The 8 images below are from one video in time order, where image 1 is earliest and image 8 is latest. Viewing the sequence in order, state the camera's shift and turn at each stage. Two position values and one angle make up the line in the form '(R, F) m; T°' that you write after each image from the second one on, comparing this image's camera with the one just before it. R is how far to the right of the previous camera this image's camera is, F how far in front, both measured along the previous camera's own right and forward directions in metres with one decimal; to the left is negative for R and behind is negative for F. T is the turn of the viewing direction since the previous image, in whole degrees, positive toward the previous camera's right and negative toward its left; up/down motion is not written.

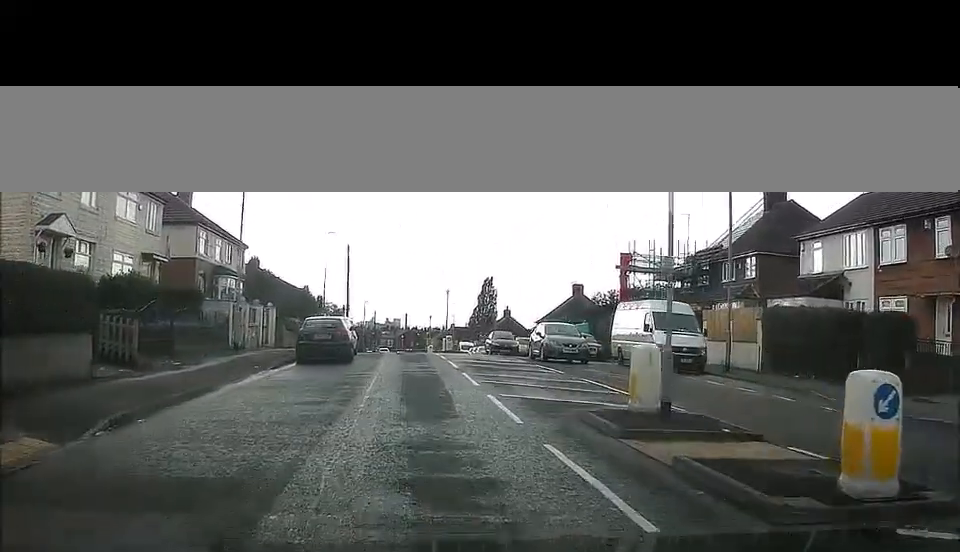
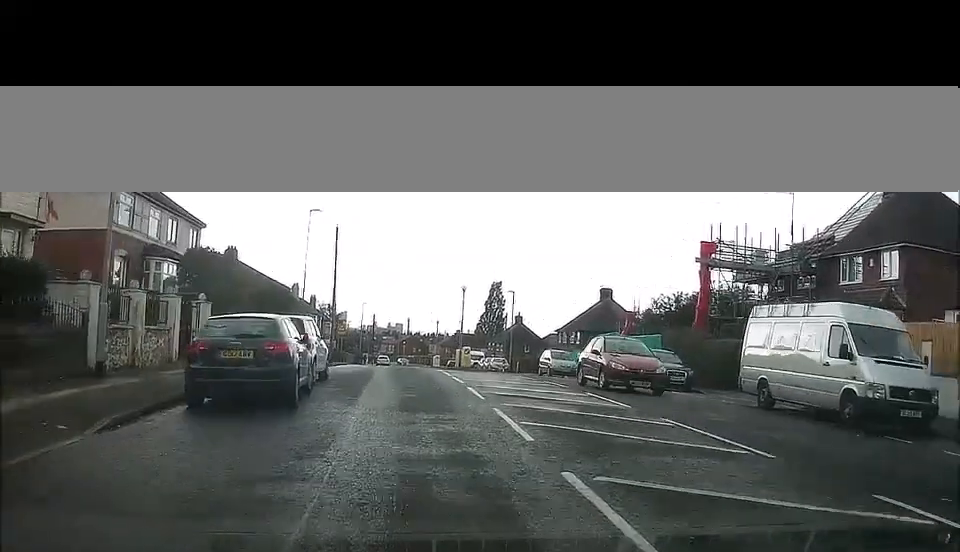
(+0.4, +12.8) m; +1°
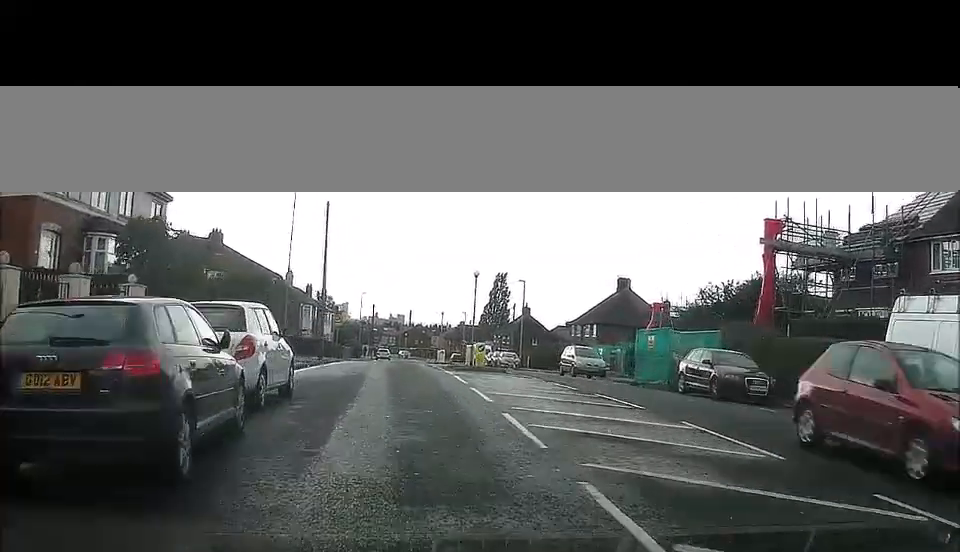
(-0.3, +6.5) m; +2°
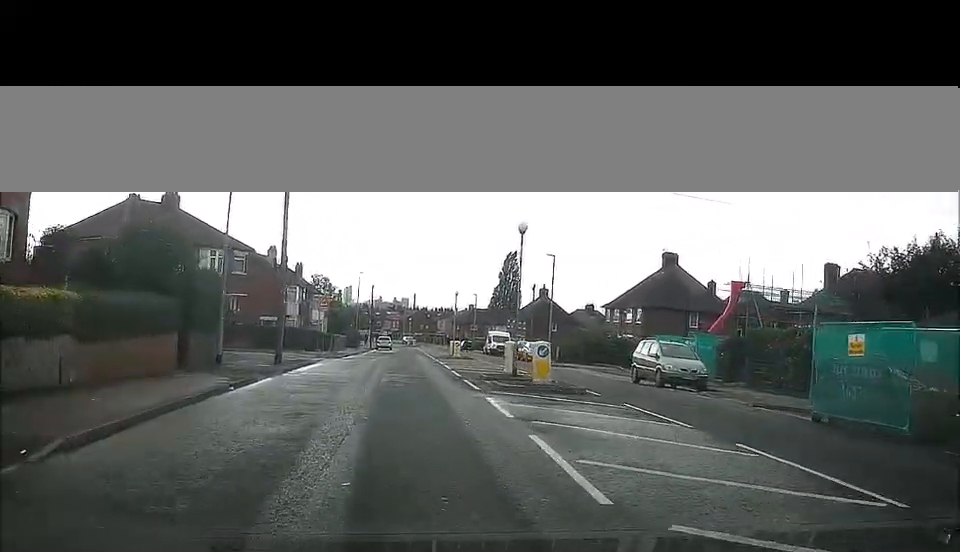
(+0.8, +13.9) m; +3°
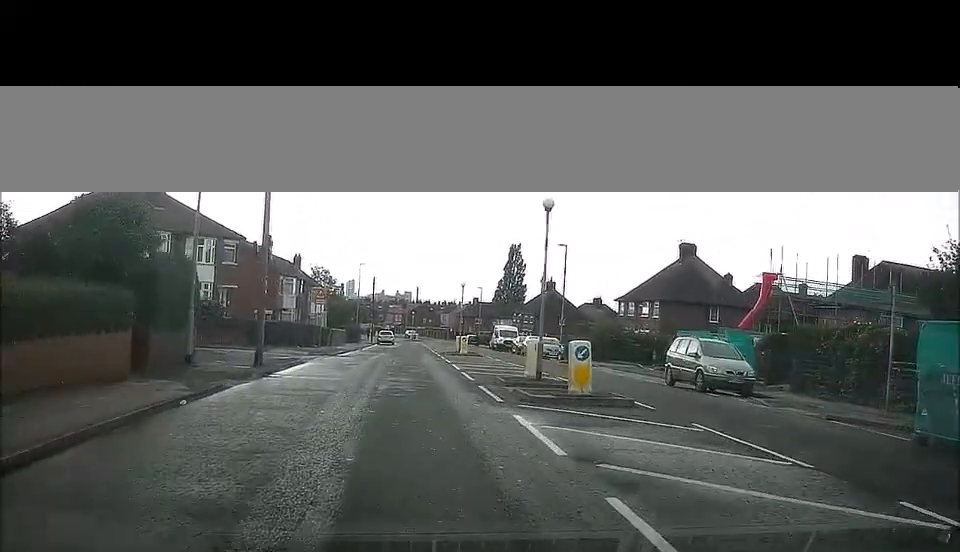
(-0.2, +4.1) m; 0°
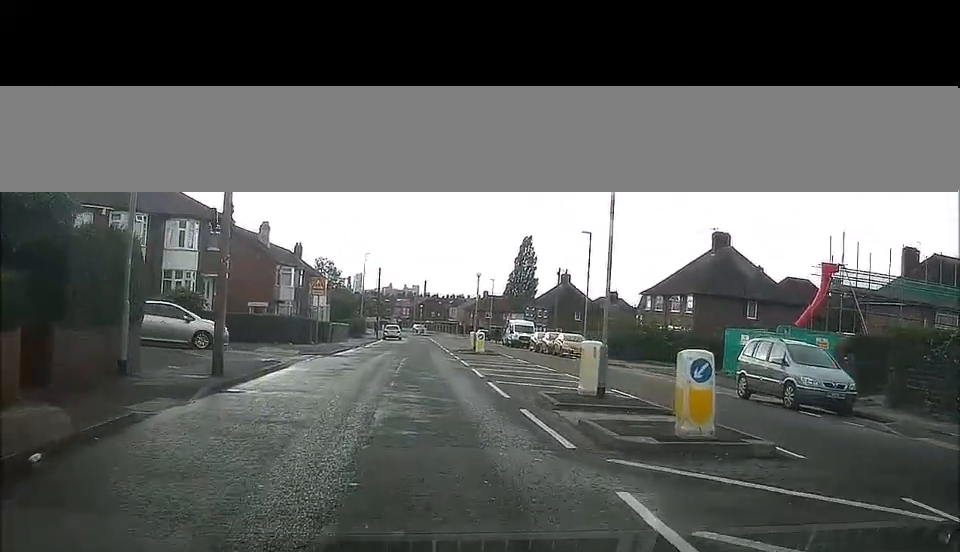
(+0.1, +6.1) m; 0°
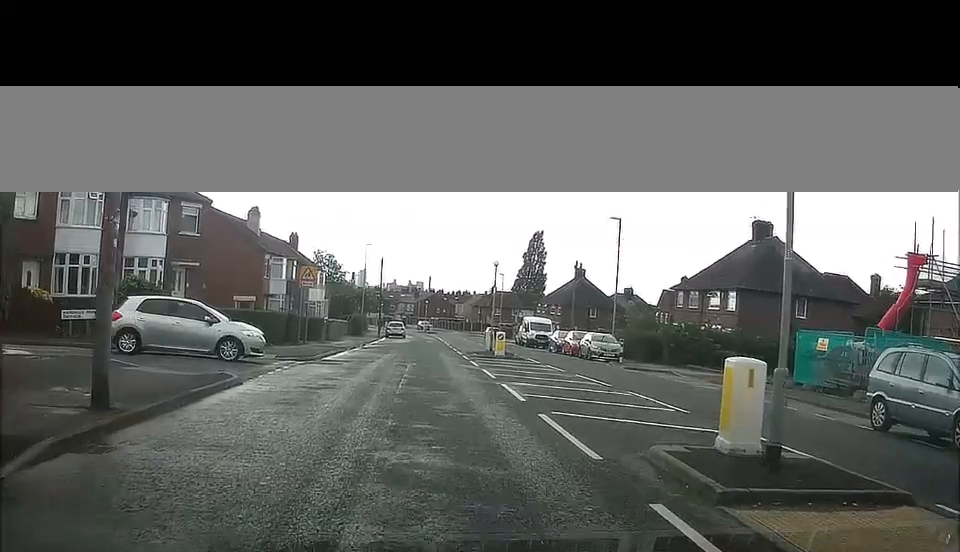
(0.0, +7.4) m; 0°
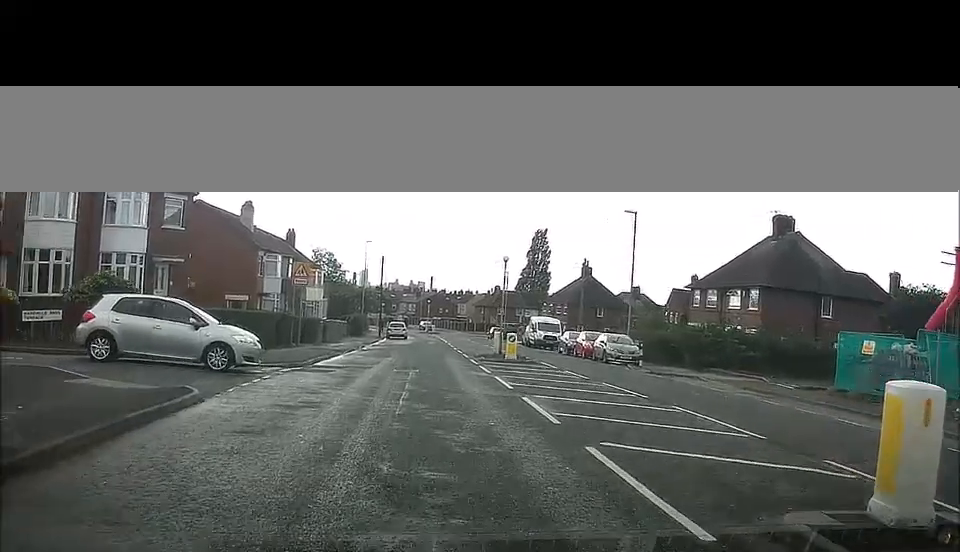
(-0.2, +3.5) m; 0°
